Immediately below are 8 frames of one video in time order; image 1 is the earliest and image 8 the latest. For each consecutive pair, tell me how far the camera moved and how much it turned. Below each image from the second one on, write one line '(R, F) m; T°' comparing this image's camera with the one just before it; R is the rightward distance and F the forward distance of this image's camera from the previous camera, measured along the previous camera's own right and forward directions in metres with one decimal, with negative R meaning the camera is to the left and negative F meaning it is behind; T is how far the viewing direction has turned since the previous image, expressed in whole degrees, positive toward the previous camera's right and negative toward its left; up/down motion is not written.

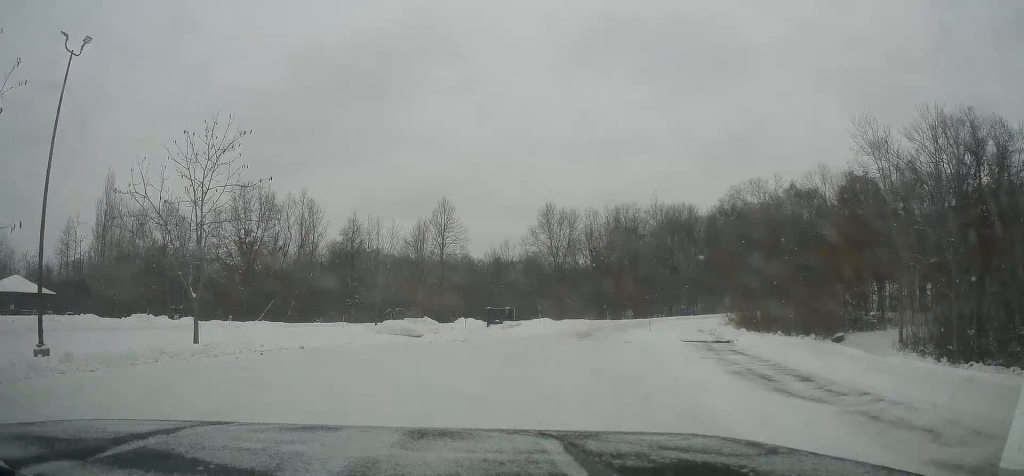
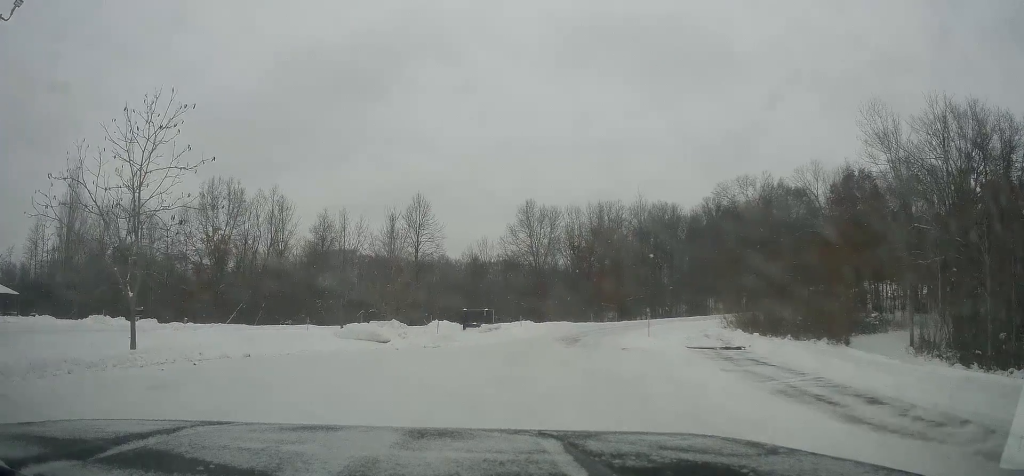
(+0.2, +3.1) m; +3°
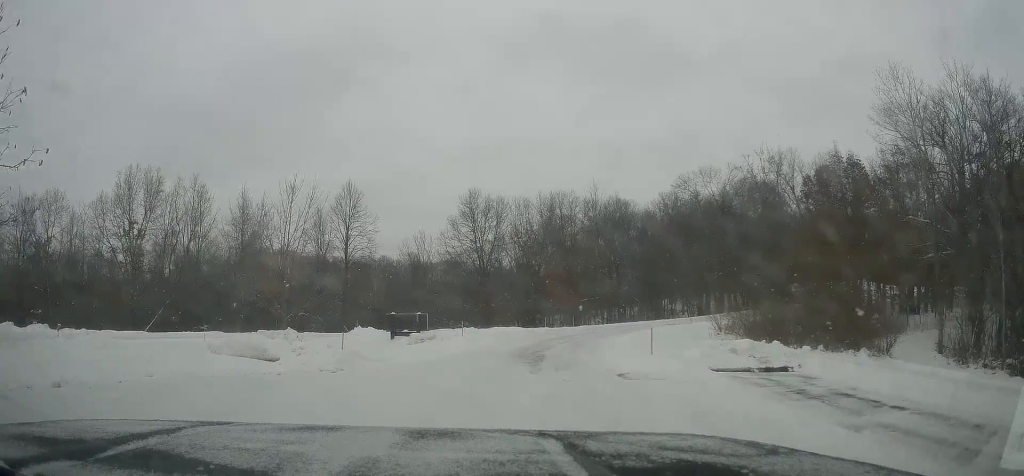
(-0.2, +7.5) m; -2°
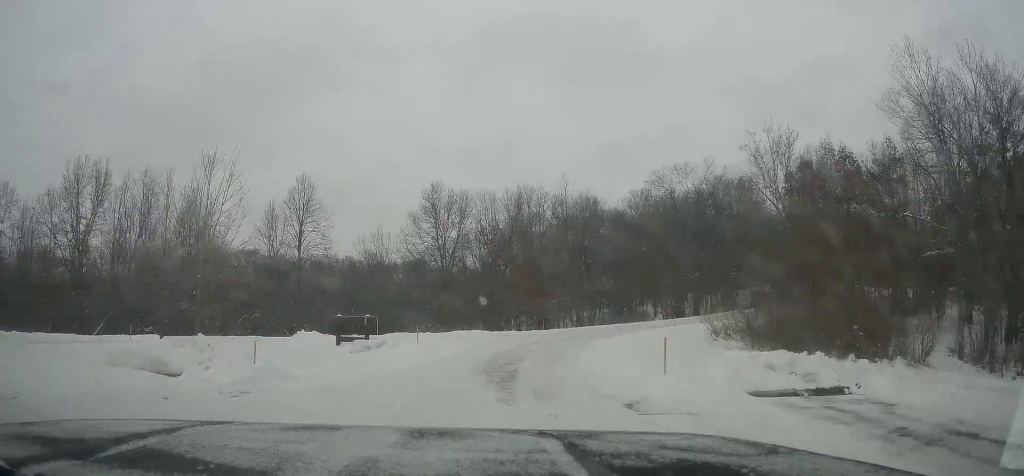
(+0.3, +4.2) m; +8°
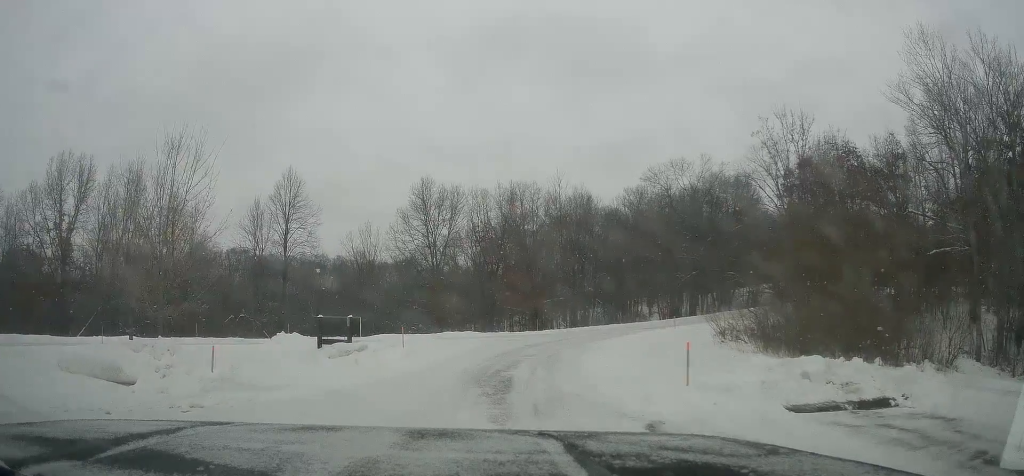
(+0.1, +1.7) m; +3°
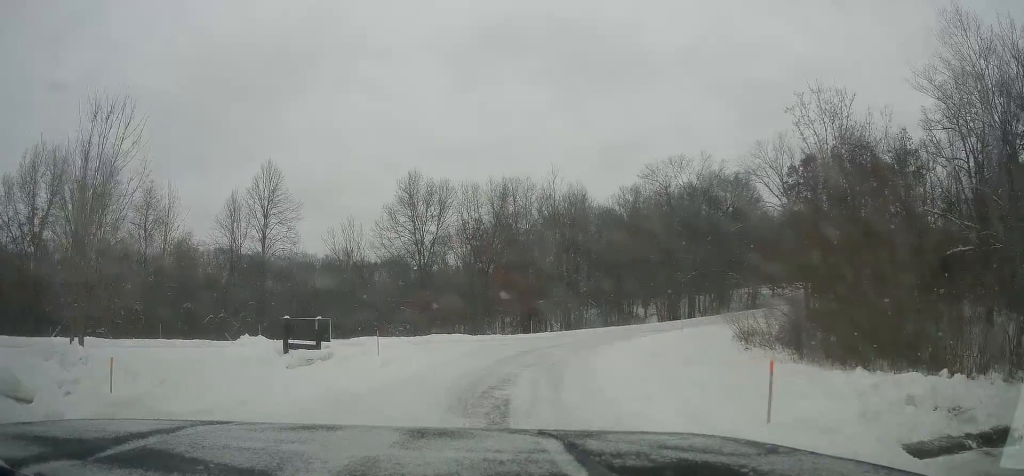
(0.0, +2.9) m; 0°
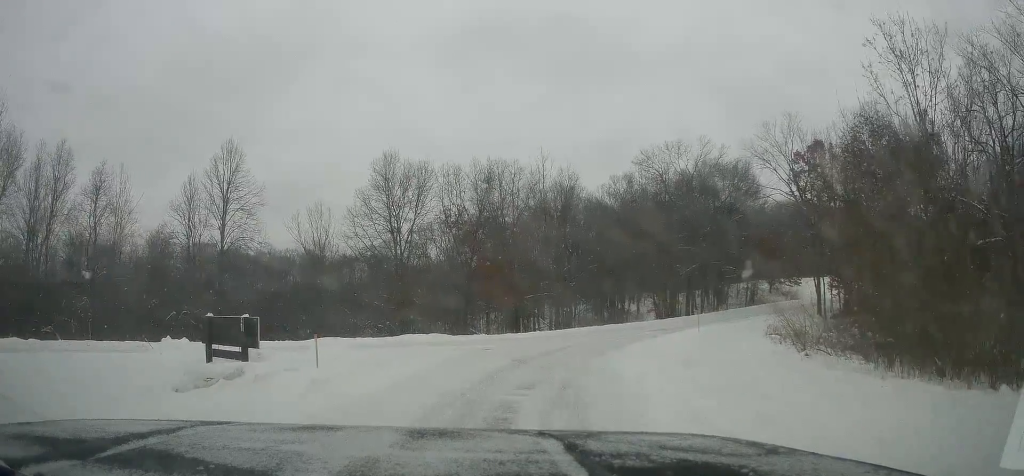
(-0.1, +4.4) m; -3°
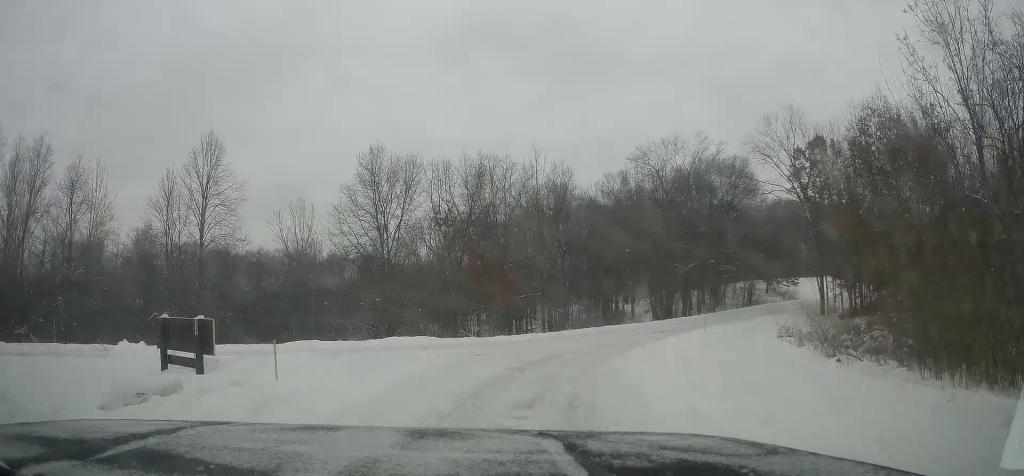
(-0.1, +2.0) m; +2°
